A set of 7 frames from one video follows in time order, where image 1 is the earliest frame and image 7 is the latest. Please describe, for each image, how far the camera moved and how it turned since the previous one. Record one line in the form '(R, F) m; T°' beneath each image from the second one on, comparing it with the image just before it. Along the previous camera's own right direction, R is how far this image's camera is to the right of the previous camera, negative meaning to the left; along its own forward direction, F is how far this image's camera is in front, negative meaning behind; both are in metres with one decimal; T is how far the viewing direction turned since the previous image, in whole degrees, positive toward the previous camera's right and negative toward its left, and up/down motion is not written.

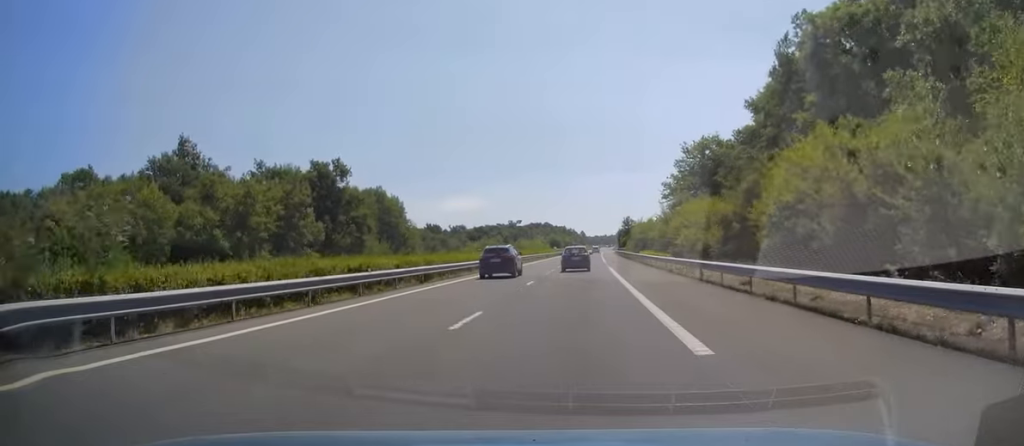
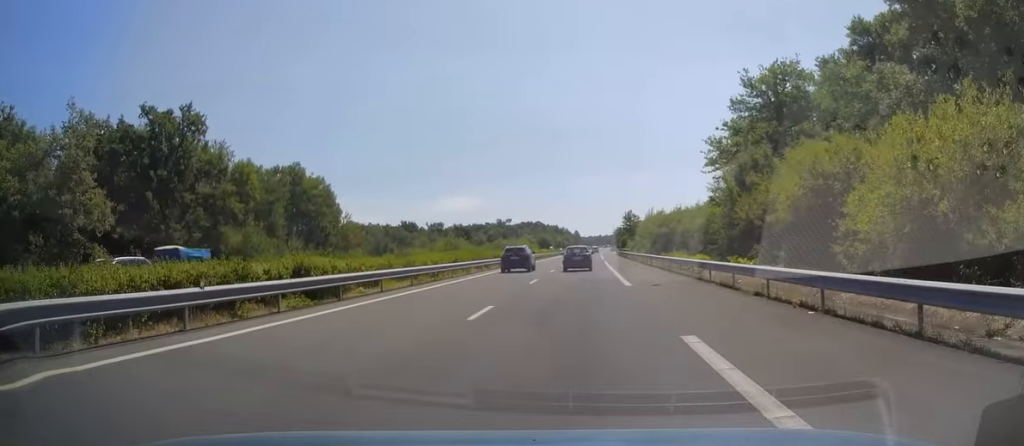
(+0.1, +37.7) m; +1°
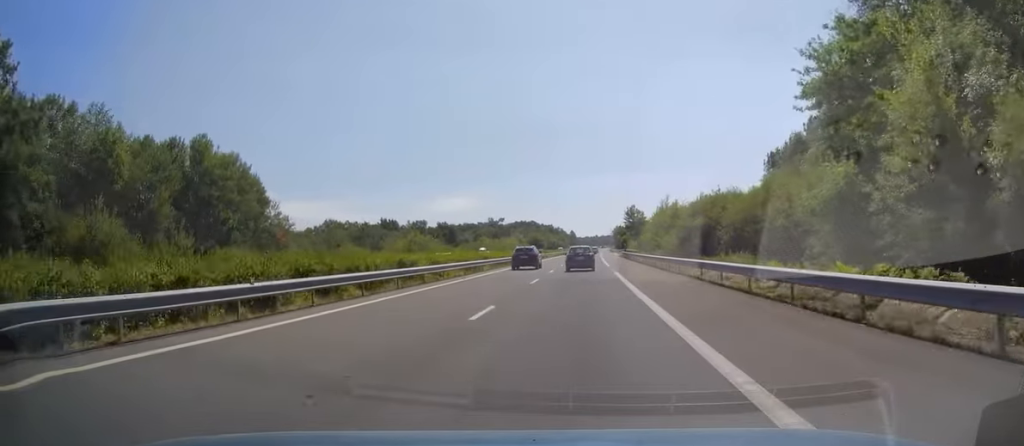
(+0.4, +26.0) m; +1°
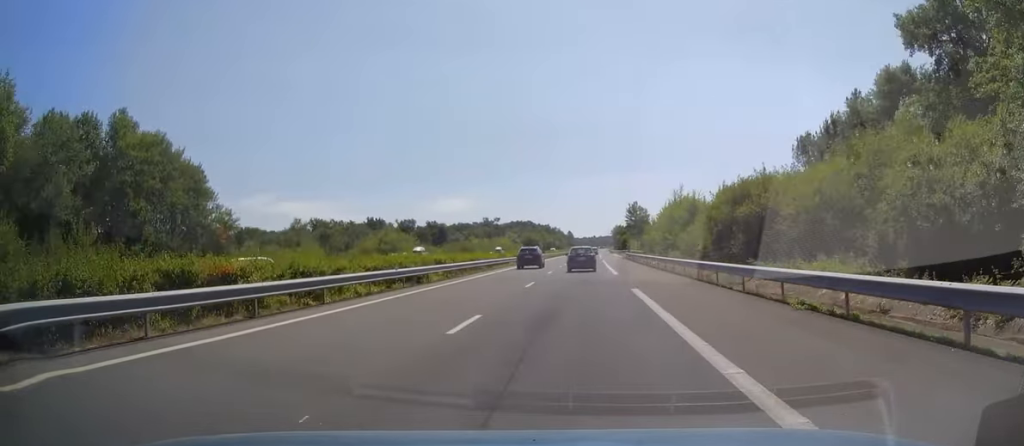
(0.0, +15.2) m; 0°
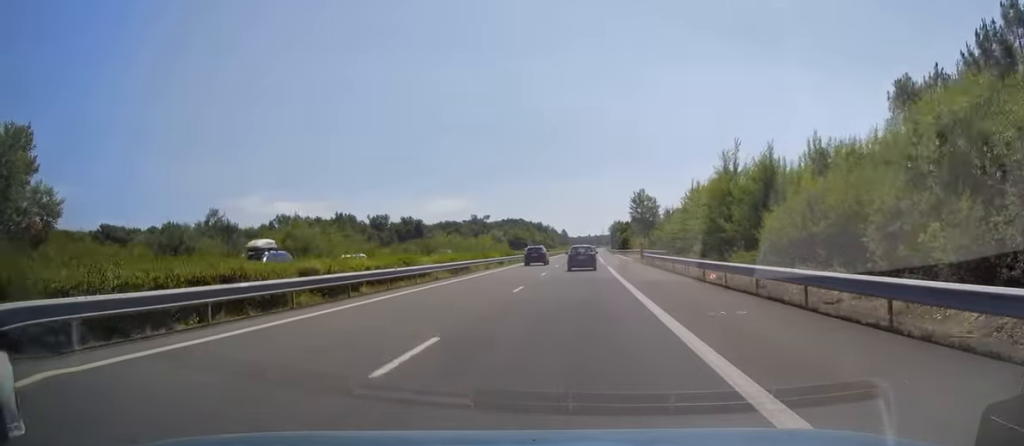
(0.0, +29.9) m; 0°
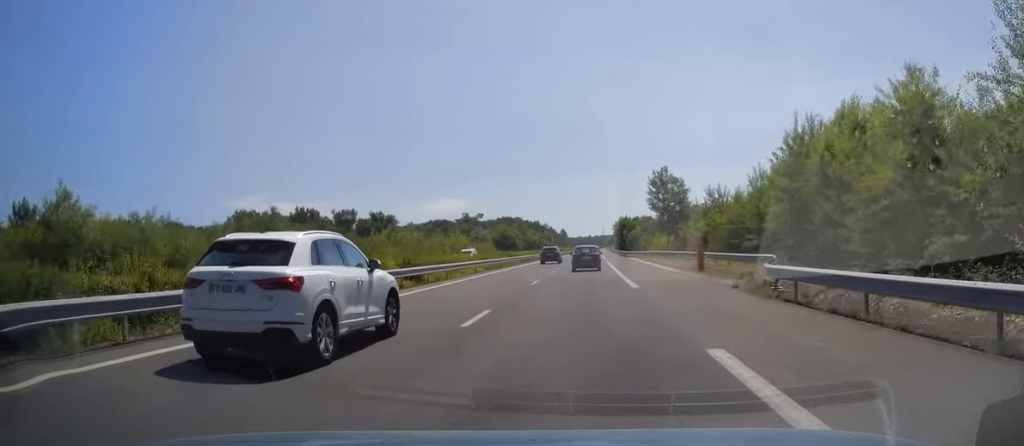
(0.0, +34.8) m; 0°
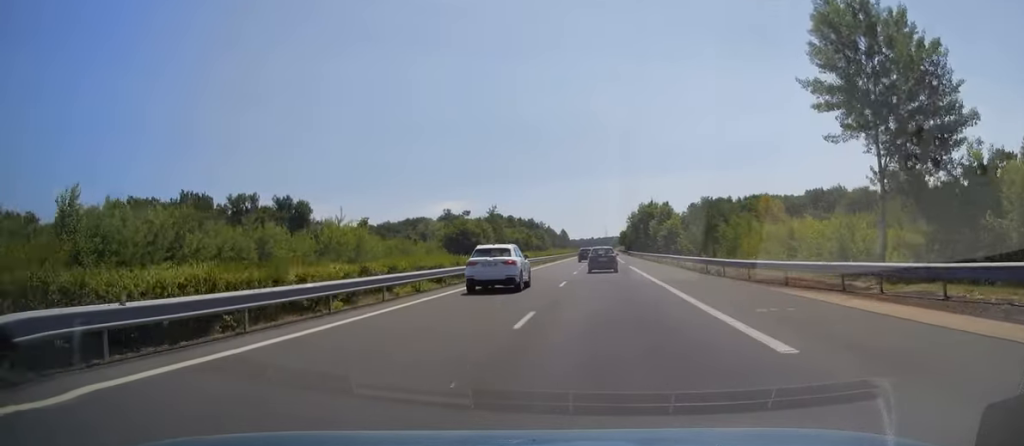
(0.0, +65.5) m; 0°
